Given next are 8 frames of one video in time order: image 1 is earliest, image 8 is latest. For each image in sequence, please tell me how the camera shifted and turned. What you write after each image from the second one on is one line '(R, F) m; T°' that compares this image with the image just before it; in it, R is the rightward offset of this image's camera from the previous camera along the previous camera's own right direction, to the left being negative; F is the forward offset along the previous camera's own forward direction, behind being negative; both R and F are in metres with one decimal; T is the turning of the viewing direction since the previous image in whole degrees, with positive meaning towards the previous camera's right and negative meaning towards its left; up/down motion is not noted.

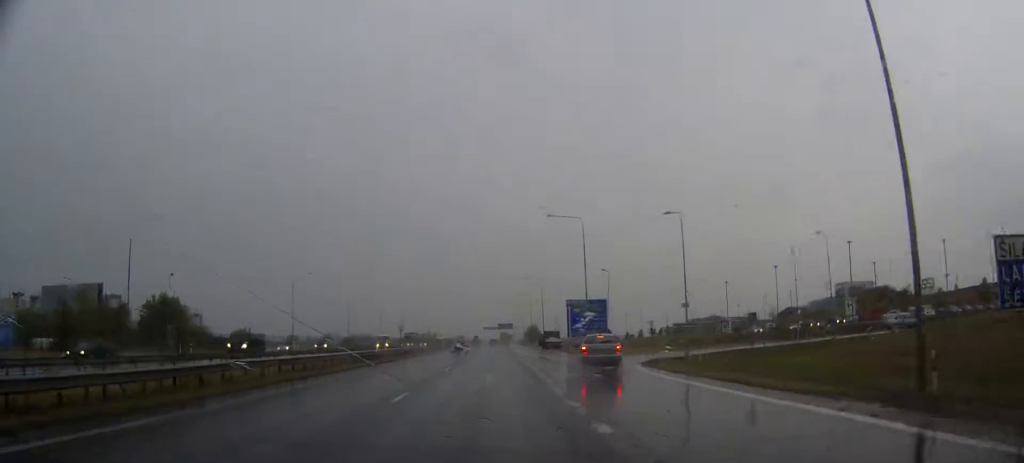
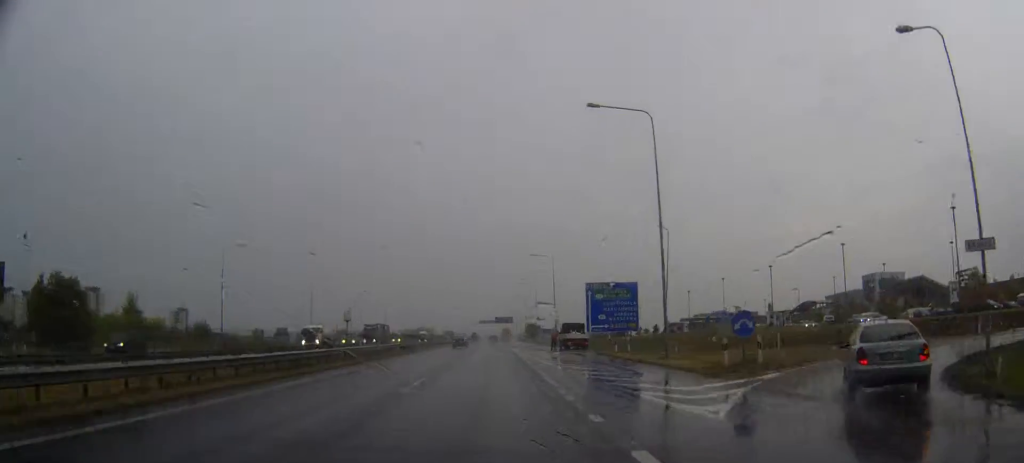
(-0.1, +30.5) m; 0°
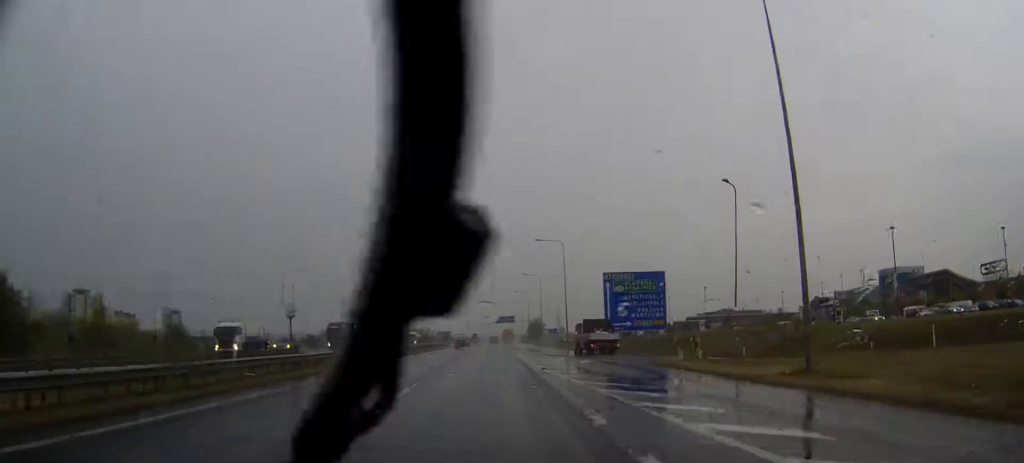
(0.0, +16.4) m; 0°
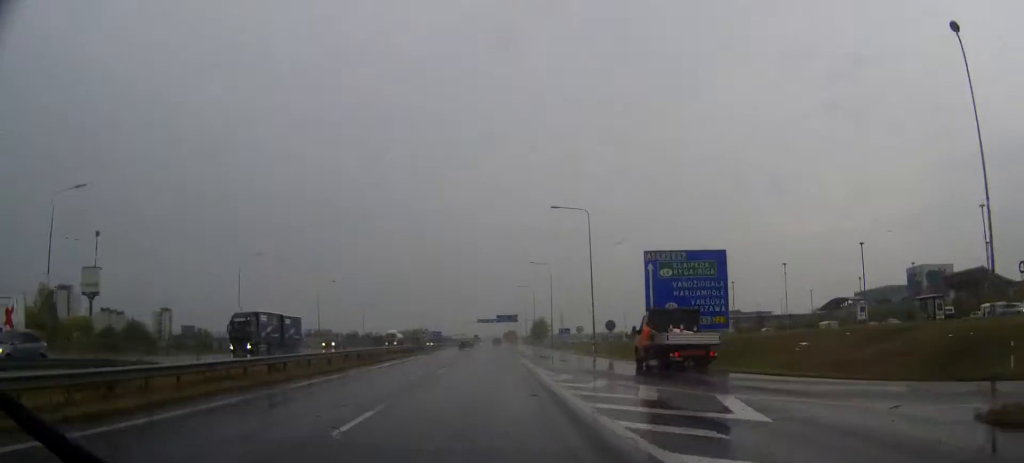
(-0.1, +22.5) m; 0°
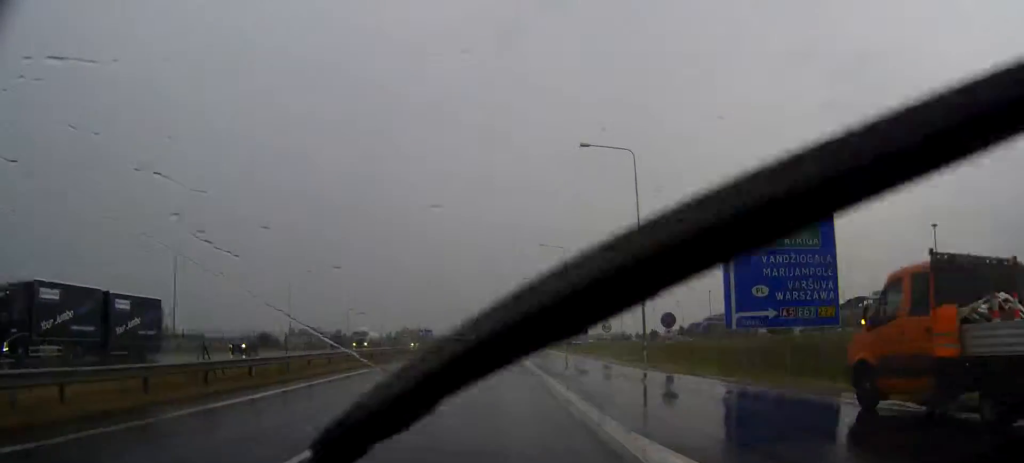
(-0.1, +20.7) m; 0°
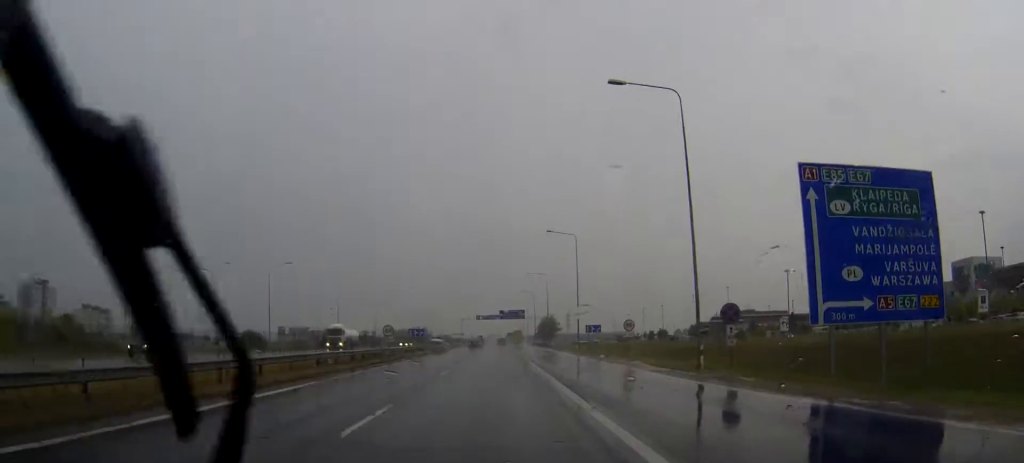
(0.0, +11.2) m; 0°
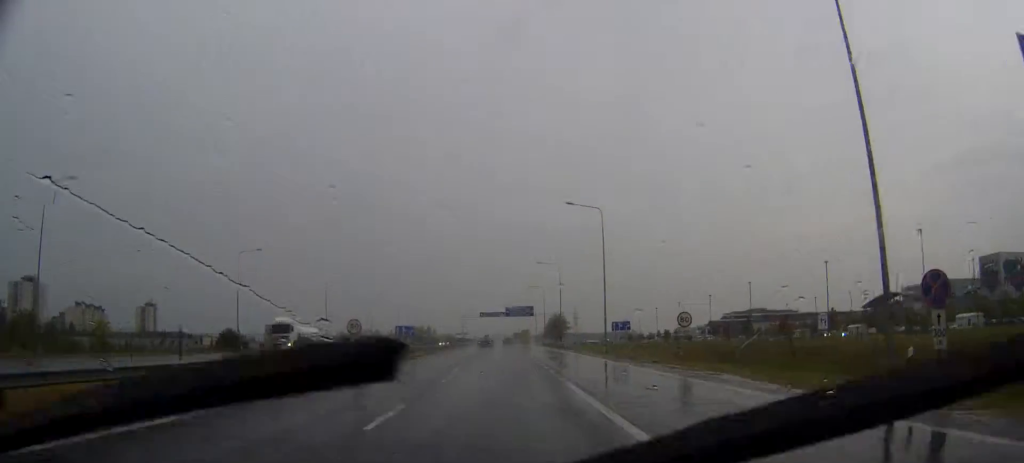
(-0.1, +15.6) m; 0°
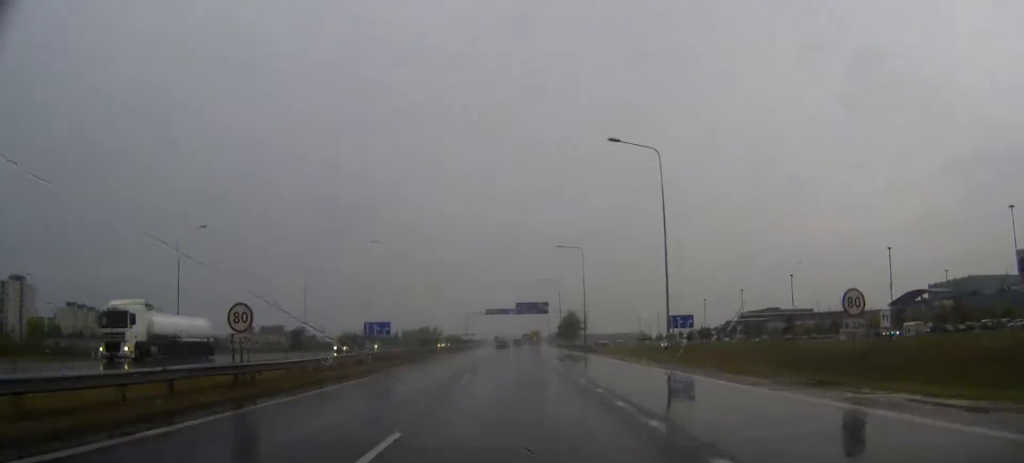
(-0.1, +20.2) m; 0°
